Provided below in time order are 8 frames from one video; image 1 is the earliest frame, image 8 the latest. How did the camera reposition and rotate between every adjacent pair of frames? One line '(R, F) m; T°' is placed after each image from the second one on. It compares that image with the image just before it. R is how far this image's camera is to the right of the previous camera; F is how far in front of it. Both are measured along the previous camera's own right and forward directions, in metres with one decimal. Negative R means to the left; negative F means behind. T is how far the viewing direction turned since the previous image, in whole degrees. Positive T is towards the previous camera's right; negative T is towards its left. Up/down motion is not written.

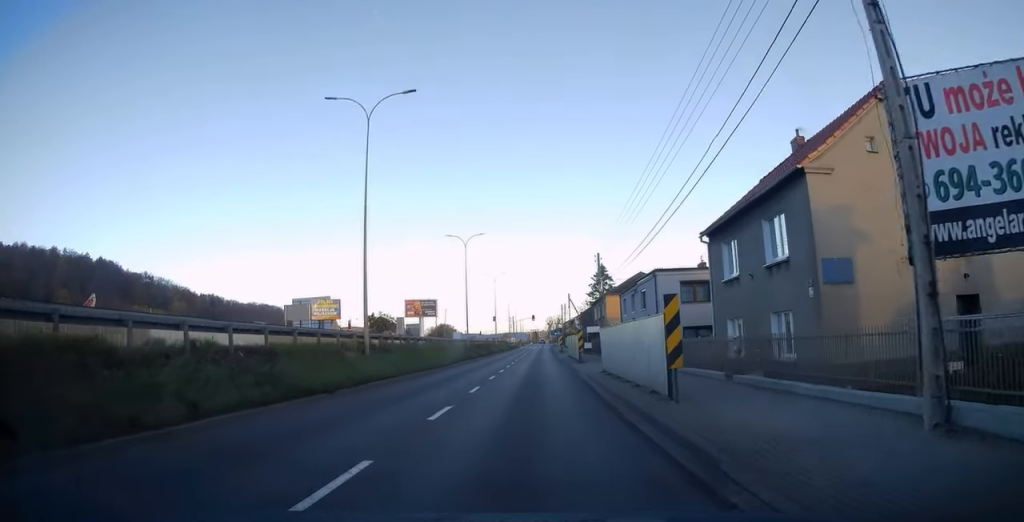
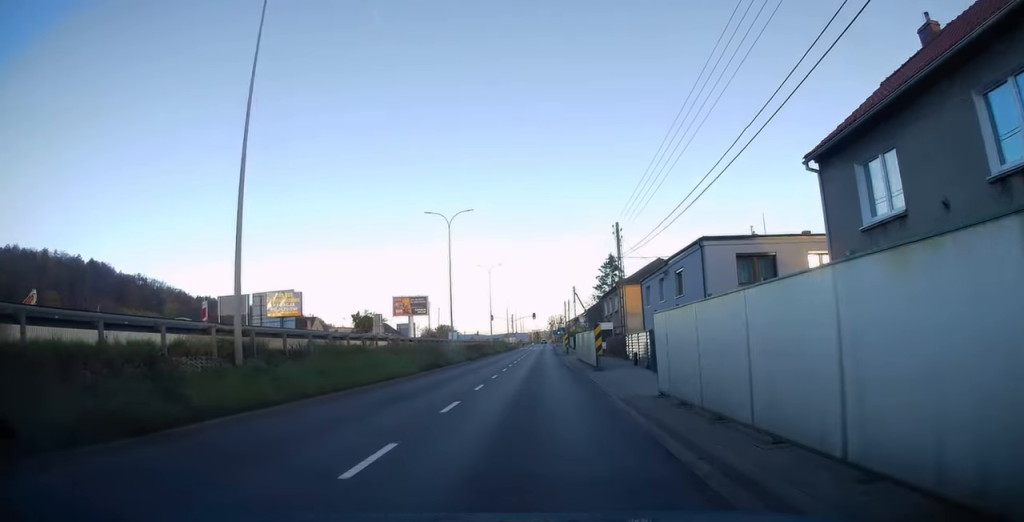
(0.0, +10.8) m; 0°
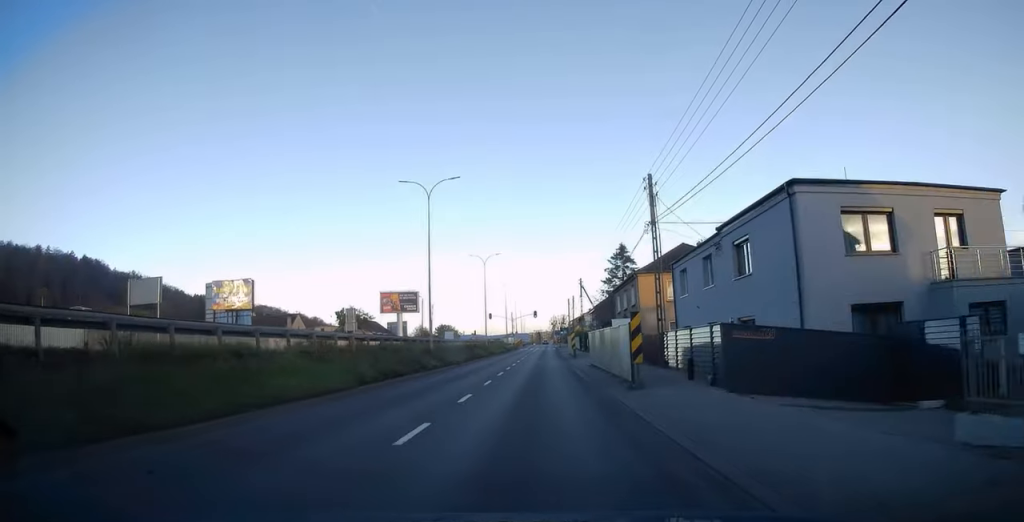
(0.0, +9.7) m; 0°
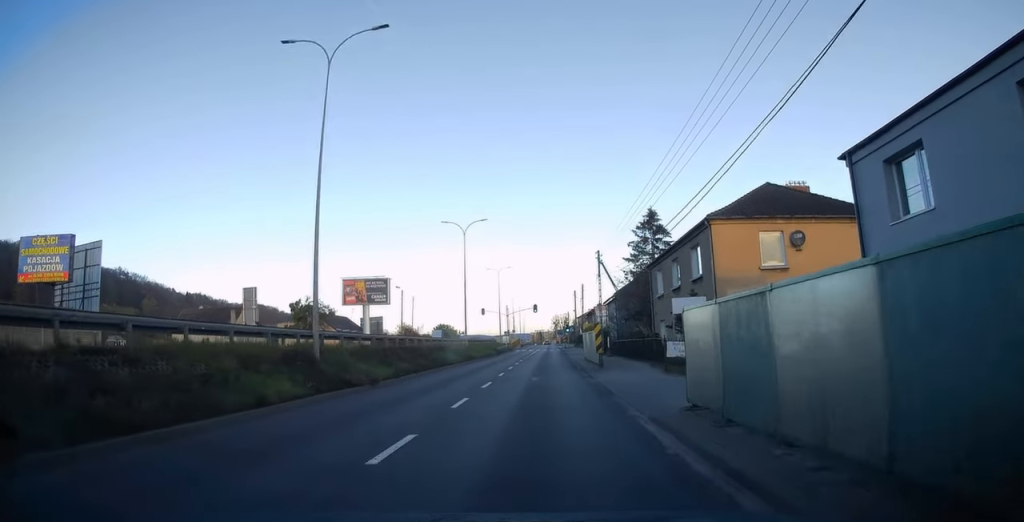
(0.0, +19.7) m; 0°
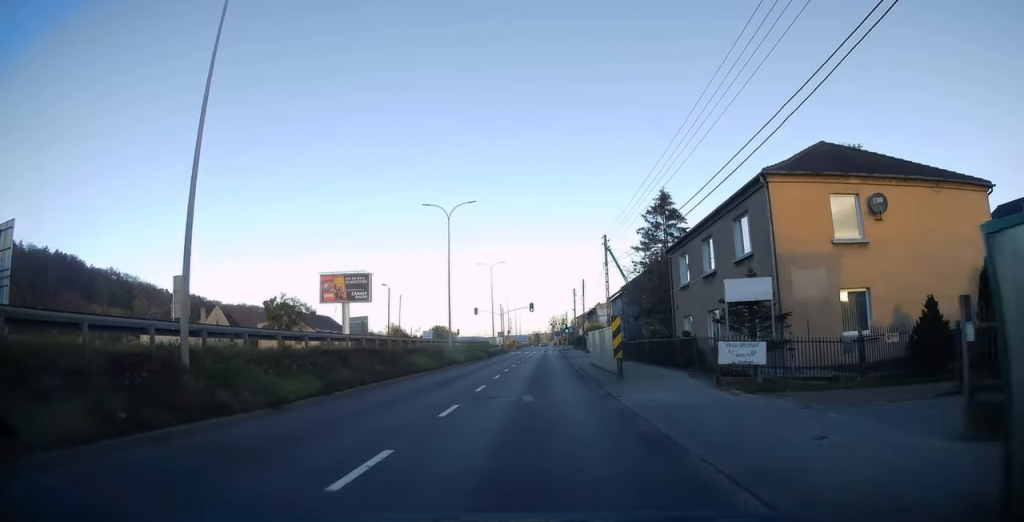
(0.0, +7.2) m; 0°
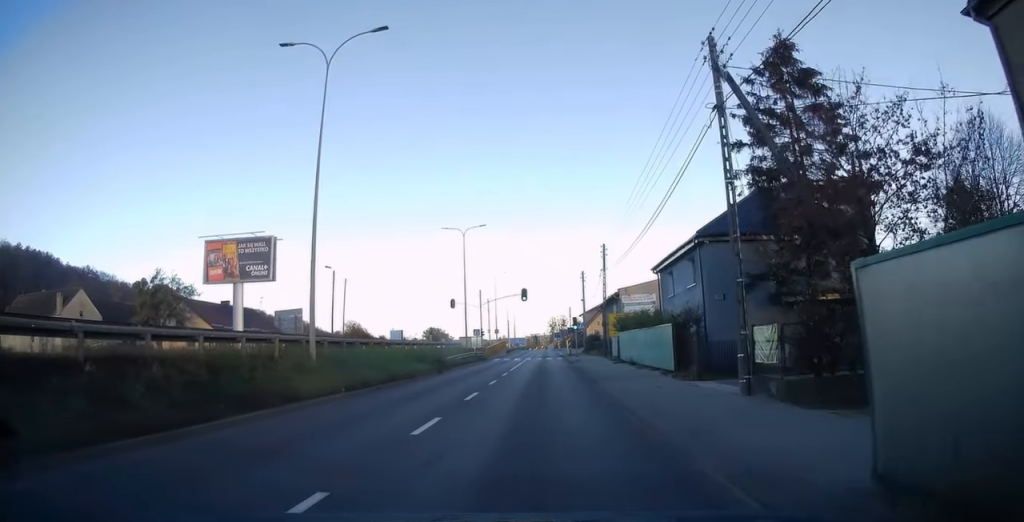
(-0.2, +26.2) m; -1°
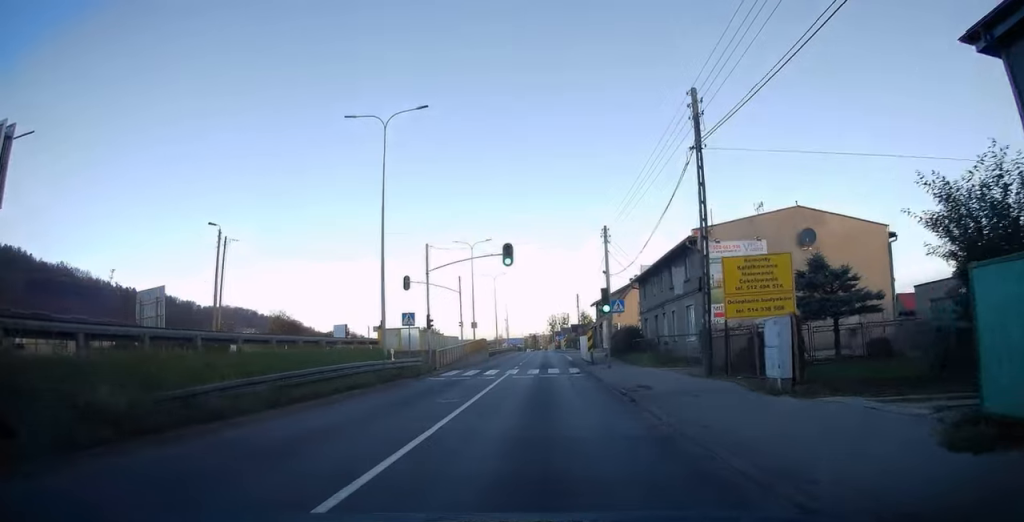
(+0.2, +27.8) m; +1°
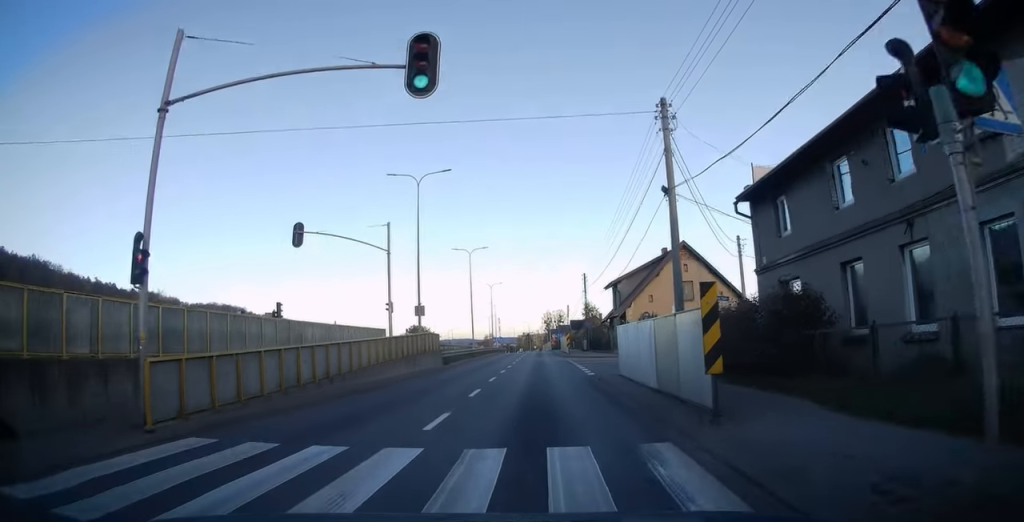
(+0.1, +24.5) m; 0°
